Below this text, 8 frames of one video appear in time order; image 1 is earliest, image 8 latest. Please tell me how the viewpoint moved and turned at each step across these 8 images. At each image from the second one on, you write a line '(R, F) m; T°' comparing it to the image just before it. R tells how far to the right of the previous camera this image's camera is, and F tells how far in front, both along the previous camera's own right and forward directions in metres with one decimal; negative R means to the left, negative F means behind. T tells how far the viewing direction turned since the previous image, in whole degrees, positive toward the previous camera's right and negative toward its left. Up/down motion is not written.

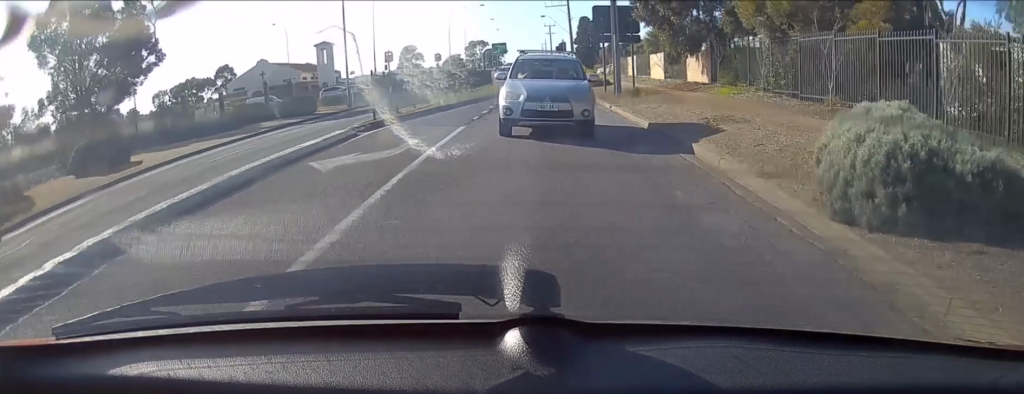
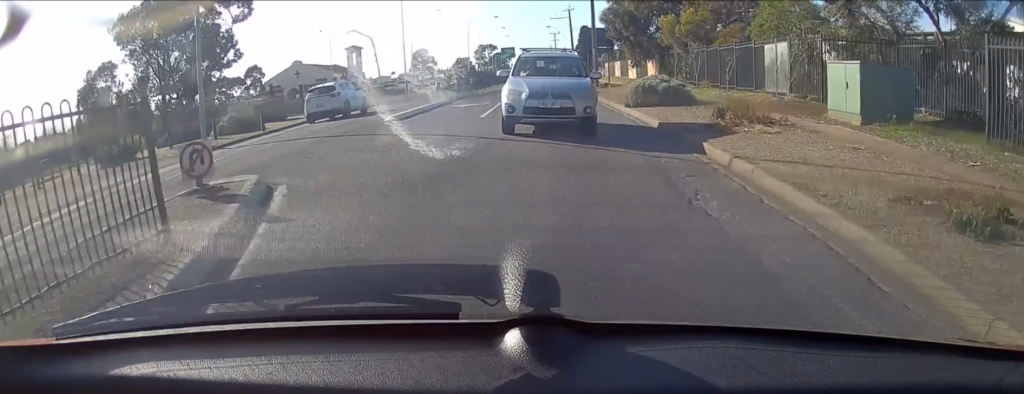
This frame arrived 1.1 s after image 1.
(-0.3, +14.8) m; -1°
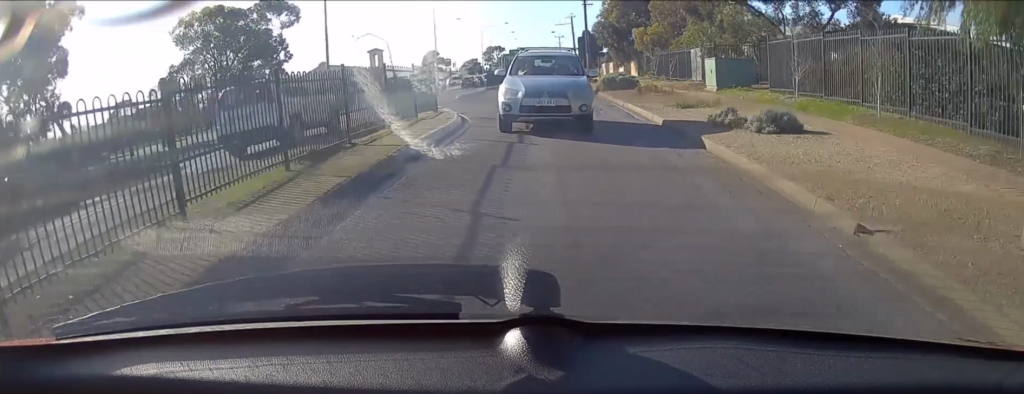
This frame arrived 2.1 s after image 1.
(0.0, +12.9) m; 0°
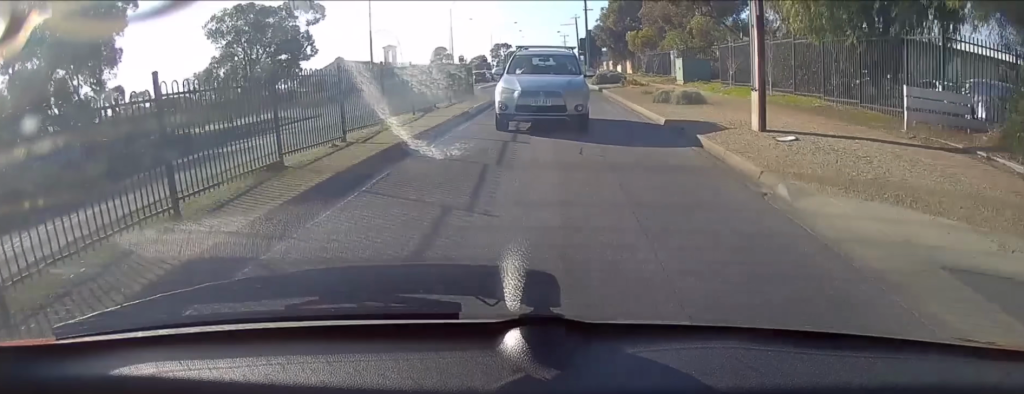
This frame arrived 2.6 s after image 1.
(0.0, +7.7) m; 0°
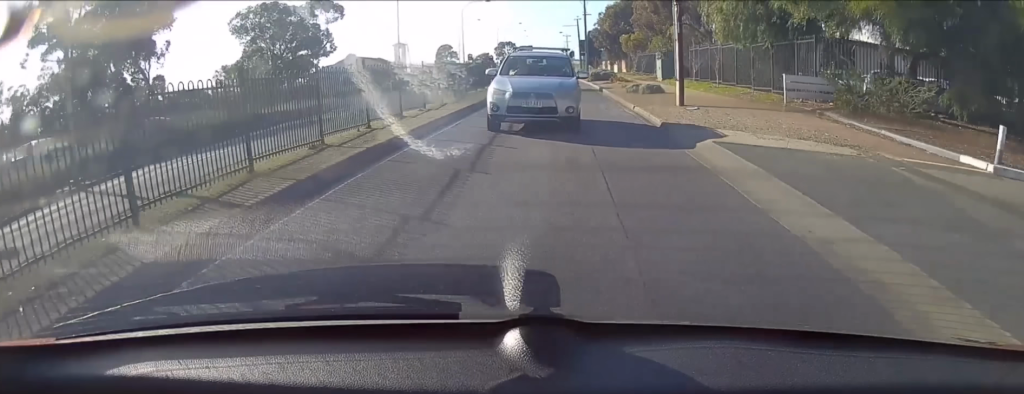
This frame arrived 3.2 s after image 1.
(0.0, +7.6) m; 0°
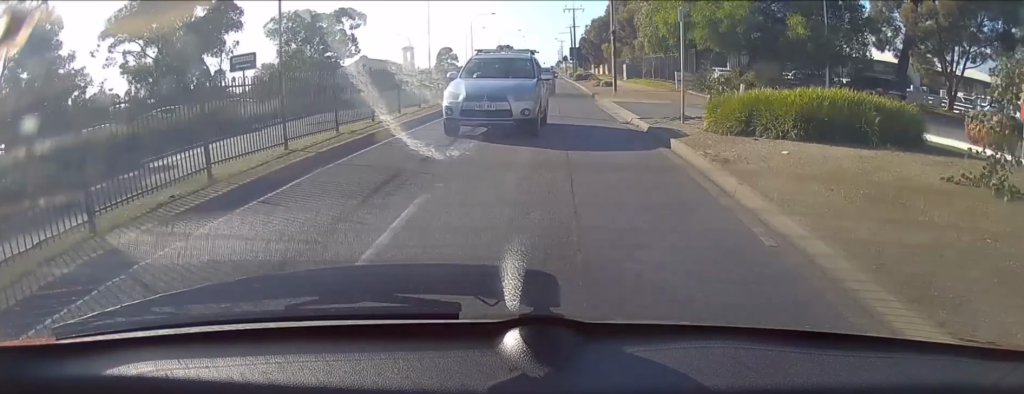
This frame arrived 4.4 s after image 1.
(-0.1, +15.5) m; -1°
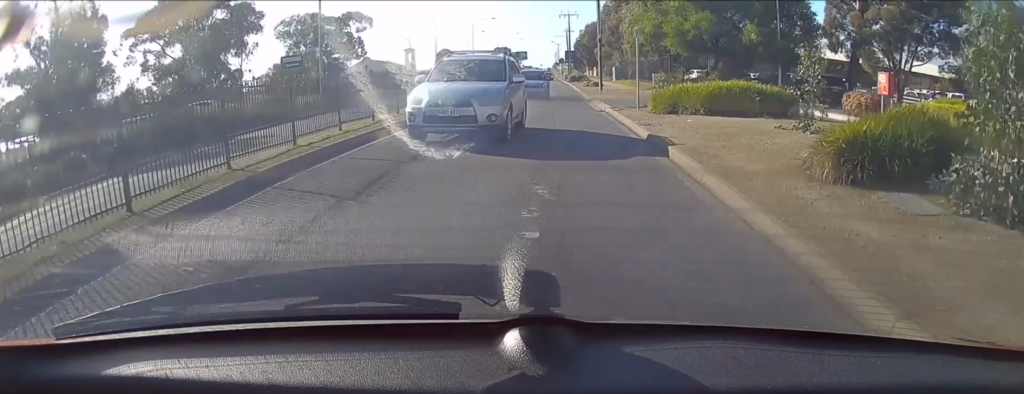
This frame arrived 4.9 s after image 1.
(0.0, +6.2) m; -1°
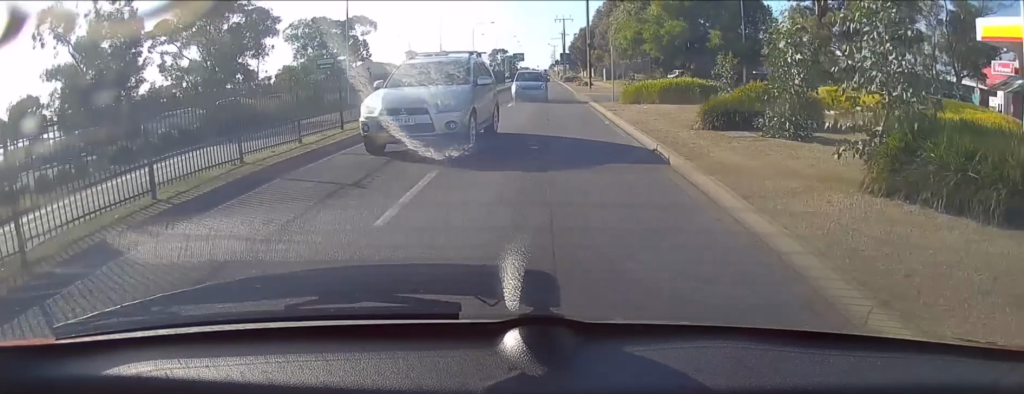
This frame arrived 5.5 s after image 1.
(-0.1, +6.4) m; -1°
